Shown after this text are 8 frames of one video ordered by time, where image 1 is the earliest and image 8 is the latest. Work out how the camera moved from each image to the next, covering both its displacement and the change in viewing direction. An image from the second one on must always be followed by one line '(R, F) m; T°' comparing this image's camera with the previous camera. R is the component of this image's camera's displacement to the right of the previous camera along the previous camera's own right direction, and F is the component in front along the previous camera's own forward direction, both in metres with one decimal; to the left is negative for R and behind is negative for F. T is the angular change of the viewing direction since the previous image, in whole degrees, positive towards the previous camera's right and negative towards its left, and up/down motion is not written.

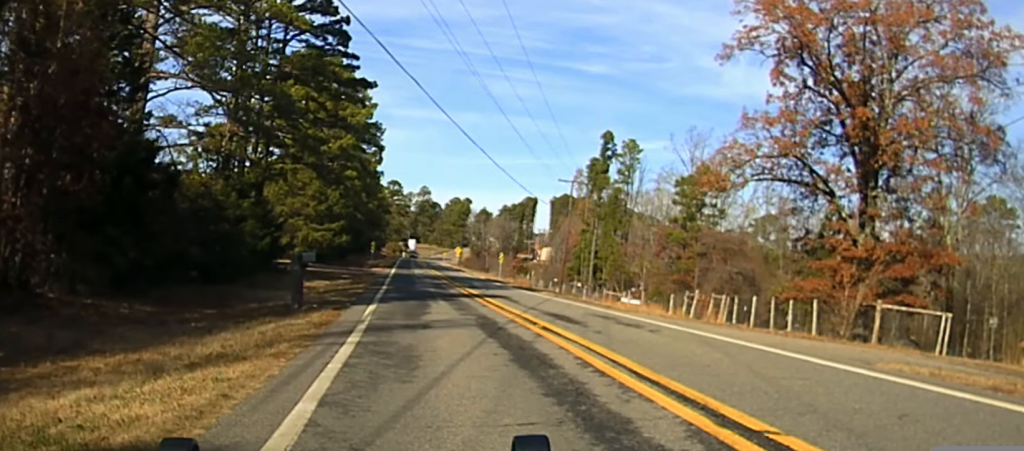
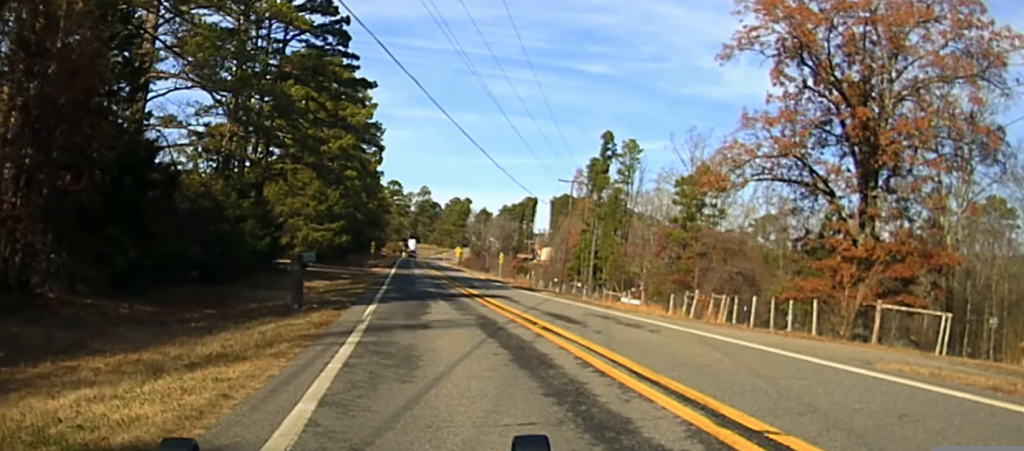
(0.0, 0.0) m; 0°
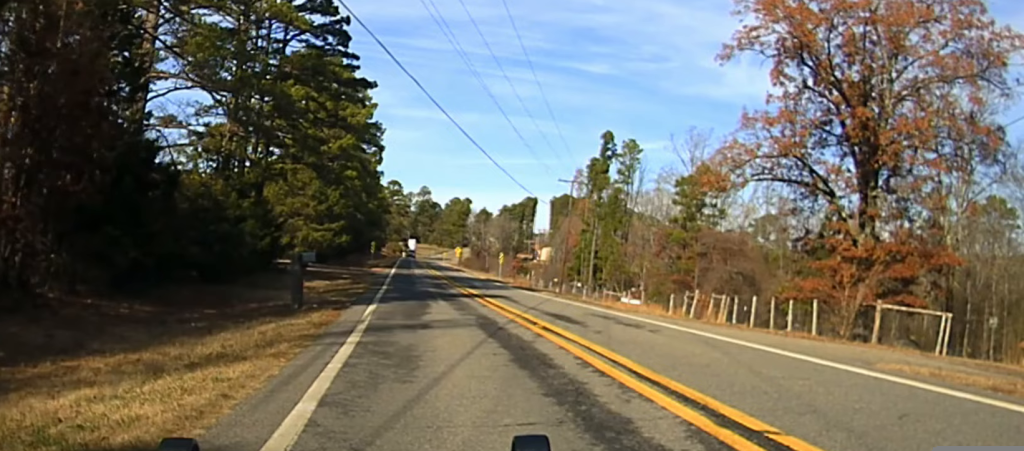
(0.0, 0.0) m; 0°
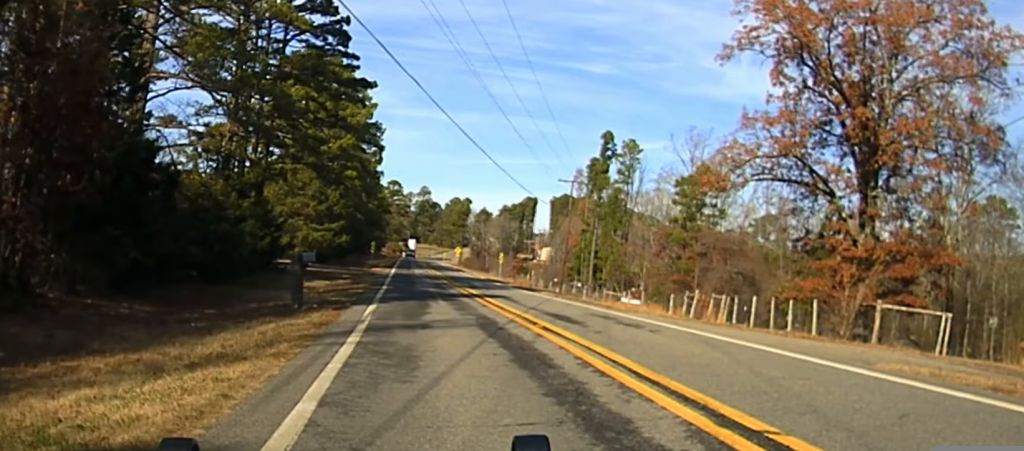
(0.0, 0.0) m; 0°
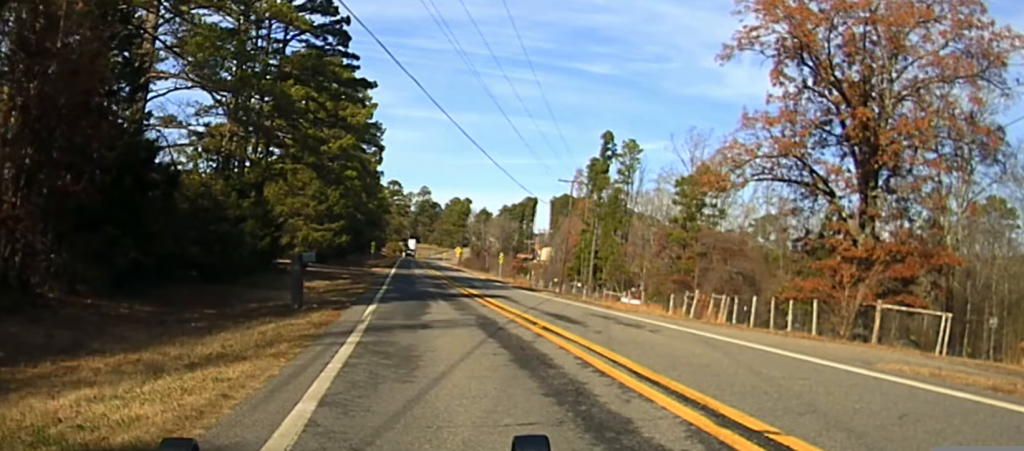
(0.0, 0.0) m; 0°
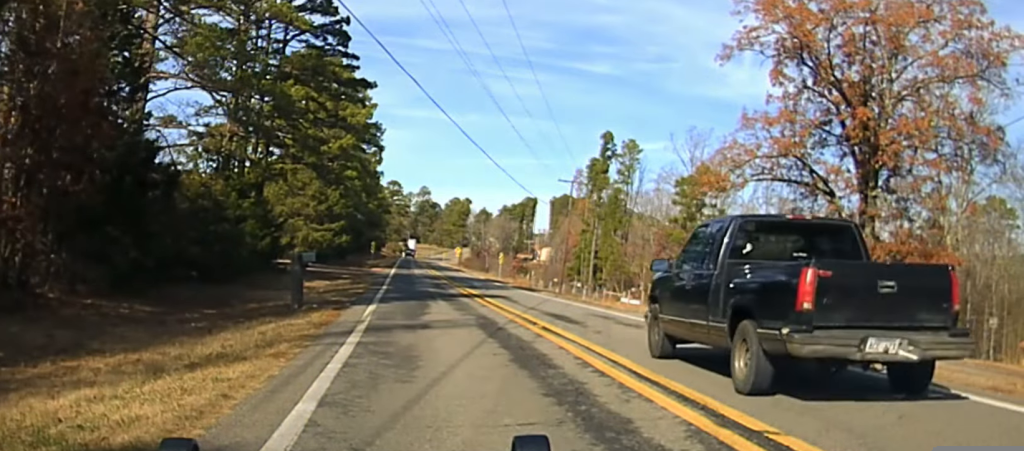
(0.0, 0.0) m; 0°
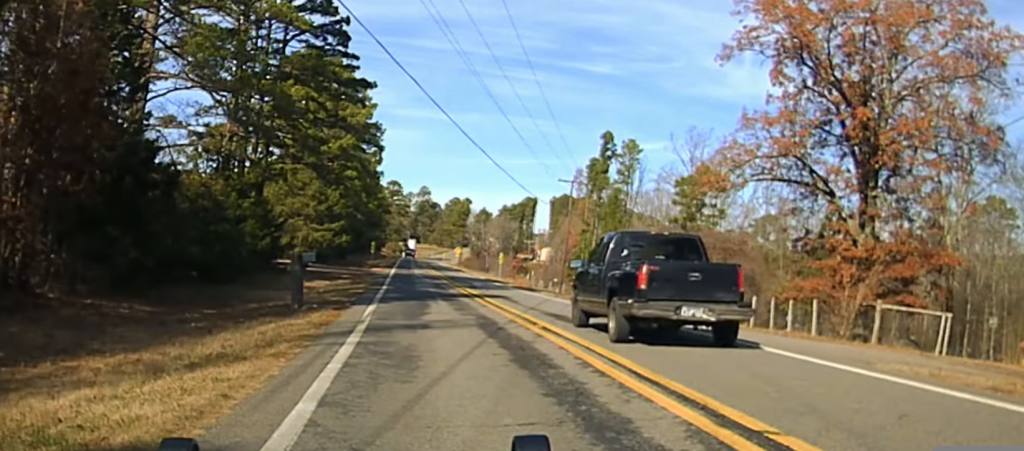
(0.0, 0.0) m; 0°
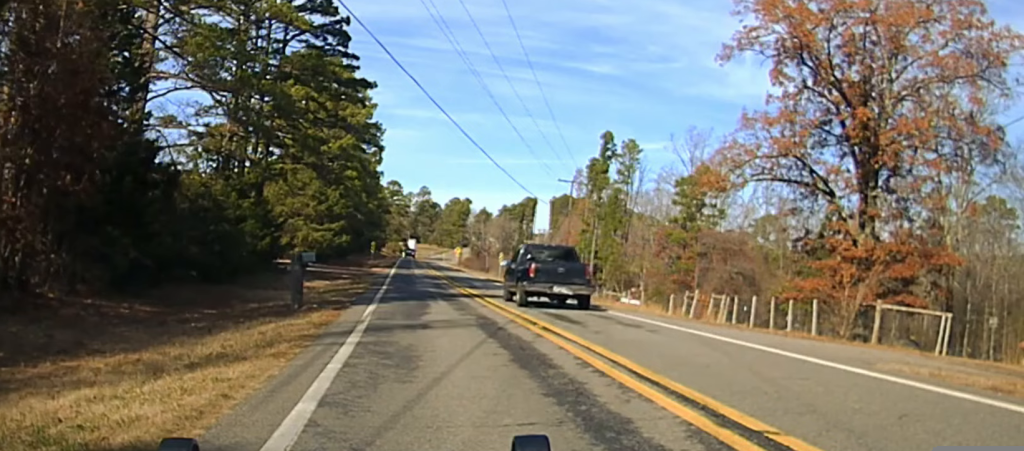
(0.0, 0.0) m; 0°
